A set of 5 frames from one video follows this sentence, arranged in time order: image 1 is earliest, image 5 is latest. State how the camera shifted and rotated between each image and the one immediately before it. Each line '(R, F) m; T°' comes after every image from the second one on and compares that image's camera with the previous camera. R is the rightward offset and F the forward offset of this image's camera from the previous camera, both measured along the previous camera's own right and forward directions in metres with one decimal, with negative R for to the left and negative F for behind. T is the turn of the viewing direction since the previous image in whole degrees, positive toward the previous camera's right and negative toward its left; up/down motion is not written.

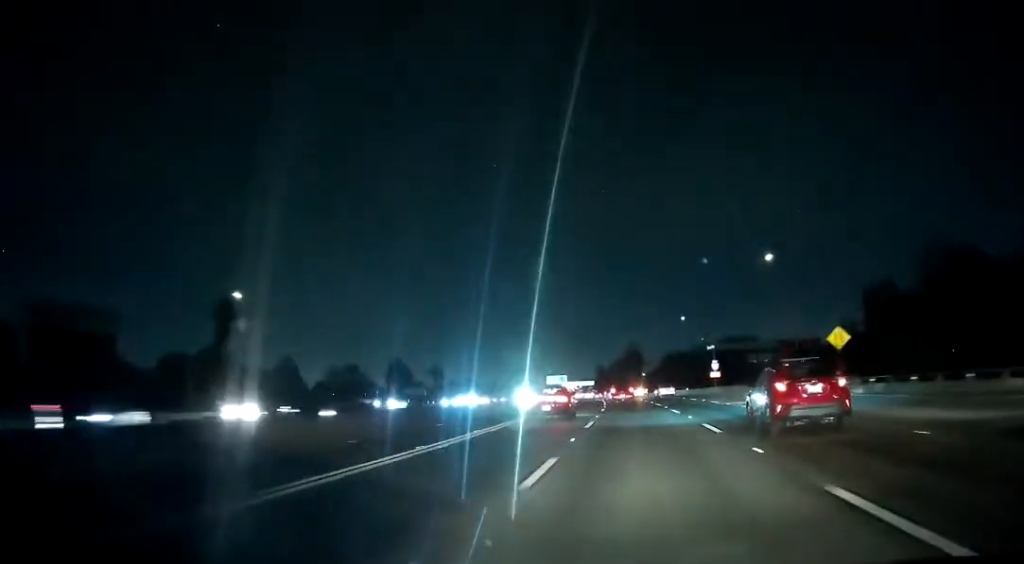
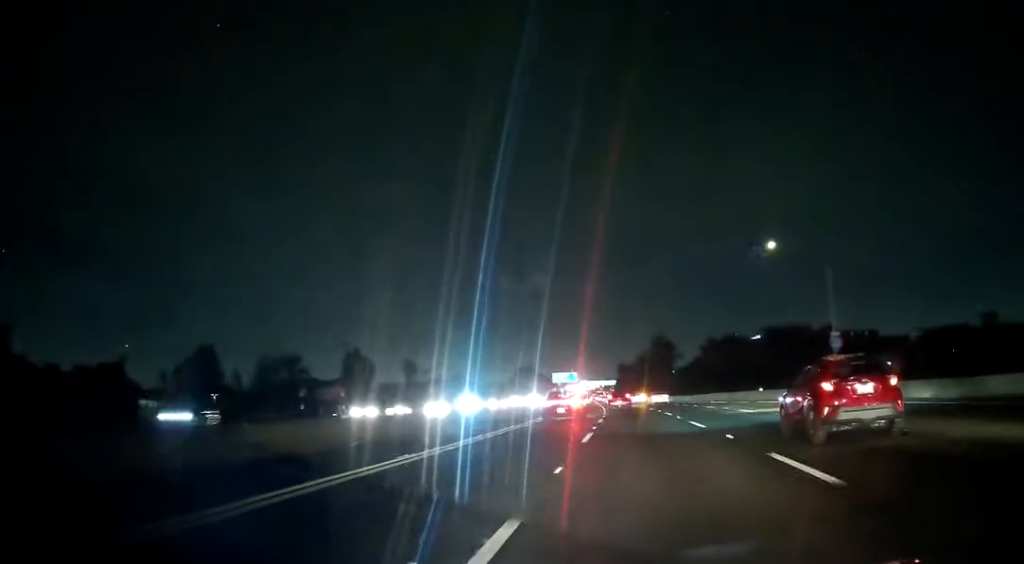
(-1.1, +53.8) m; -2°
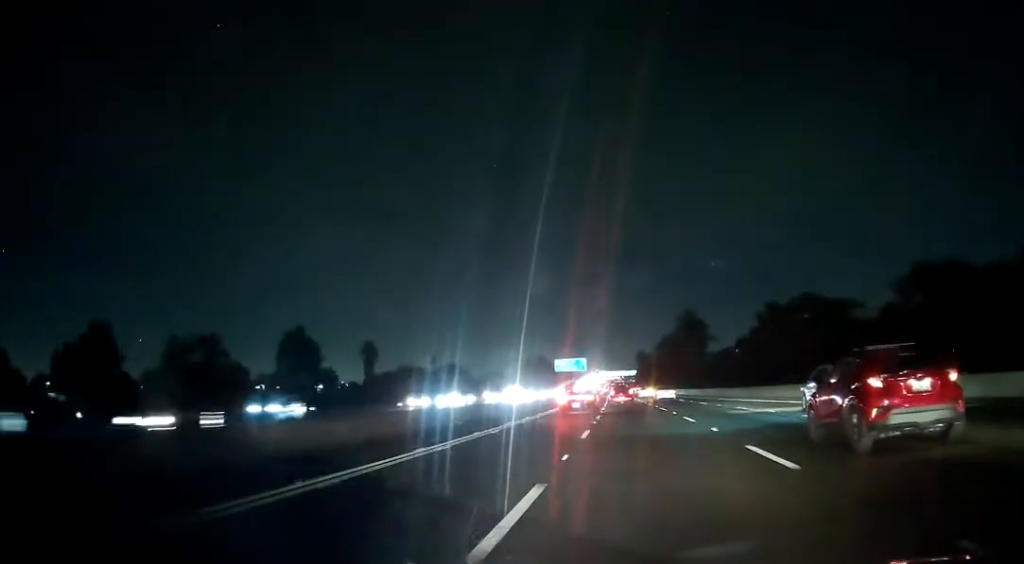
(-0.5, +42.1) m; -1°
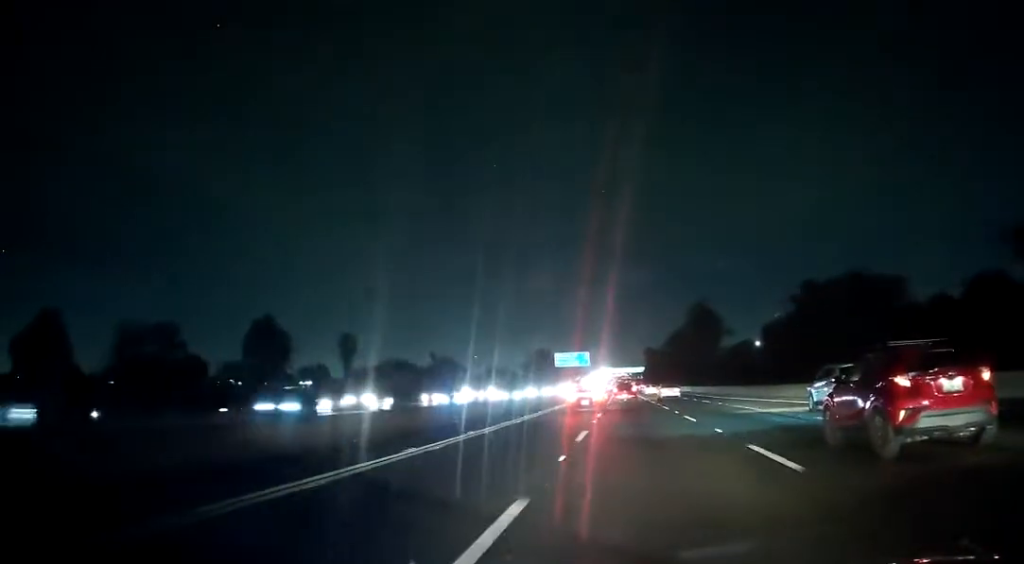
(0.0, +15.8) m; -1°
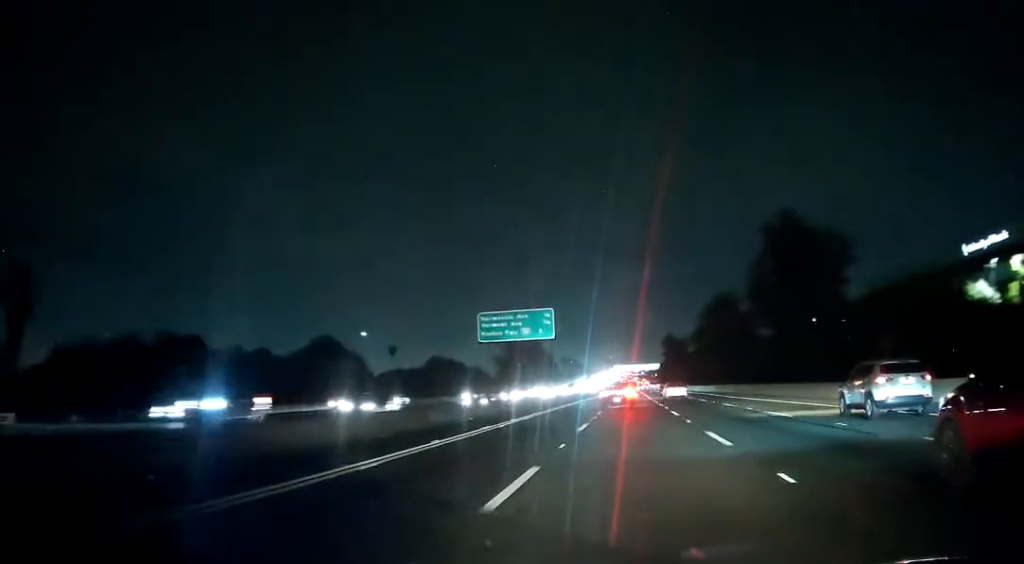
(-1.2, +84.9) m; 0°
